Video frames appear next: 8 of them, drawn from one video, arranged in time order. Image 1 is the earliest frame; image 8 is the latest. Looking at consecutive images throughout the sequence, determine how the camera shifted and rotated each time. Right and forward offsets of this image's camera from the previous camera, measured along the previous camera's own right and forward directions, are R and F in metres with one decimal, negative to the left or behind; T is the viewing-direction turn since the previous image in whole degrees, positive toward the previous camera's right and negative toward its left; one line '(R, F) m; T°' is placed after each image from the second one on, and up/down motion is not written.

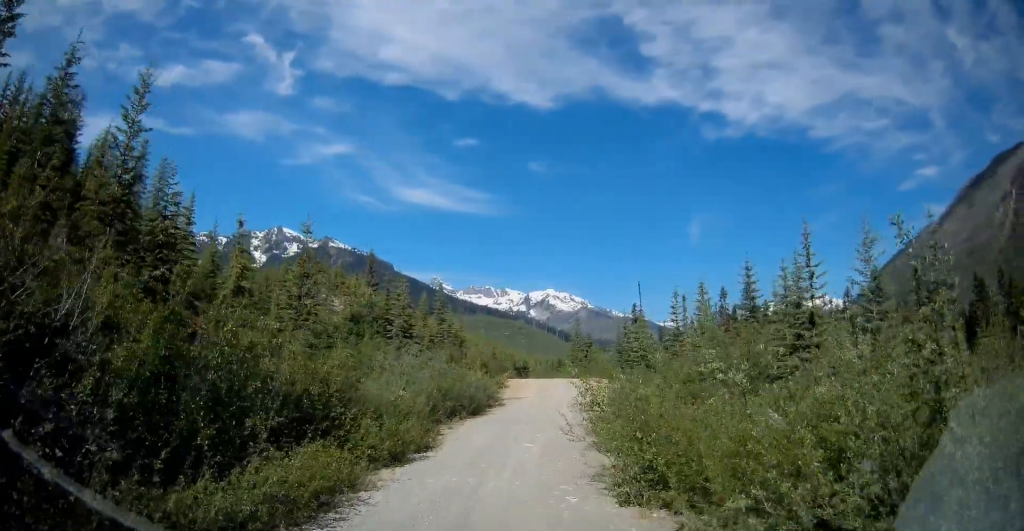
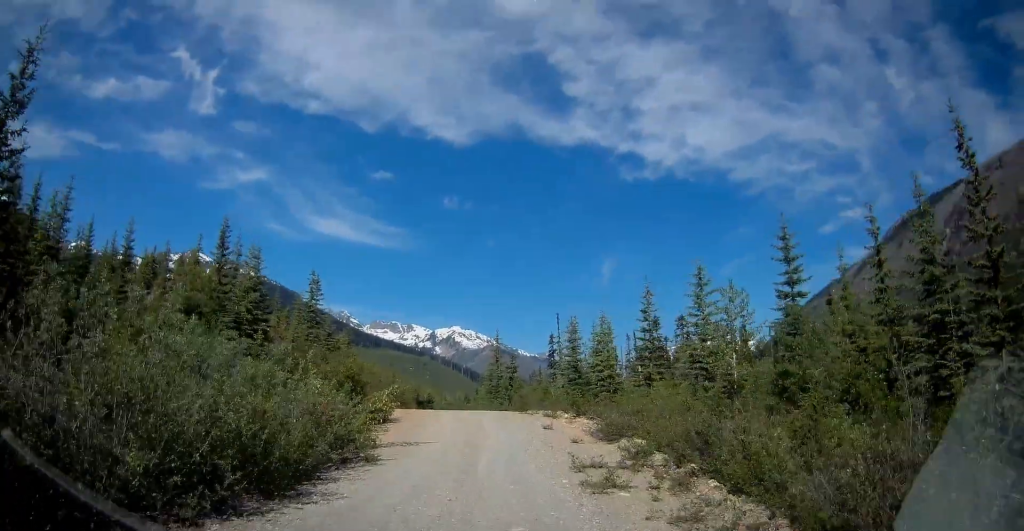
(+3.7, +15.6) m; +17°
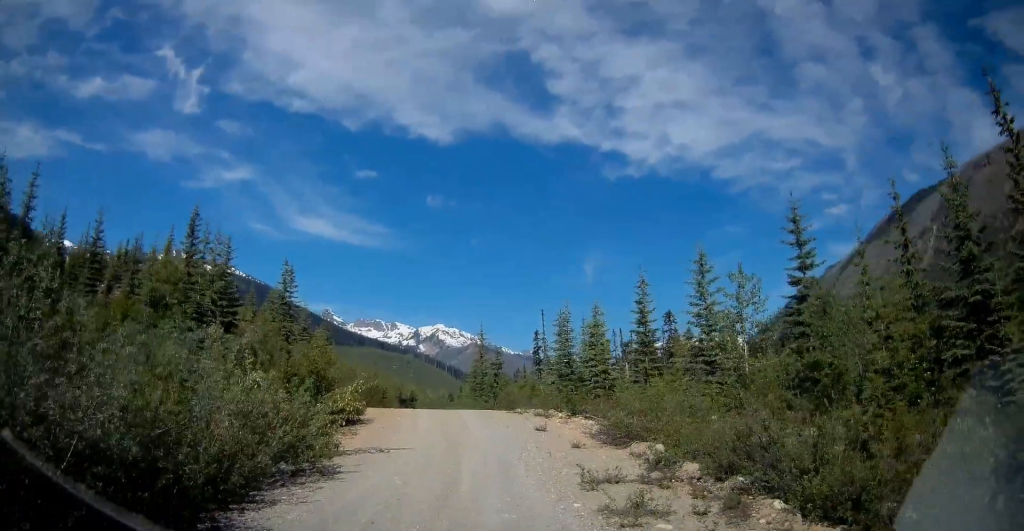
(-0.2, +2.6) m; -3°
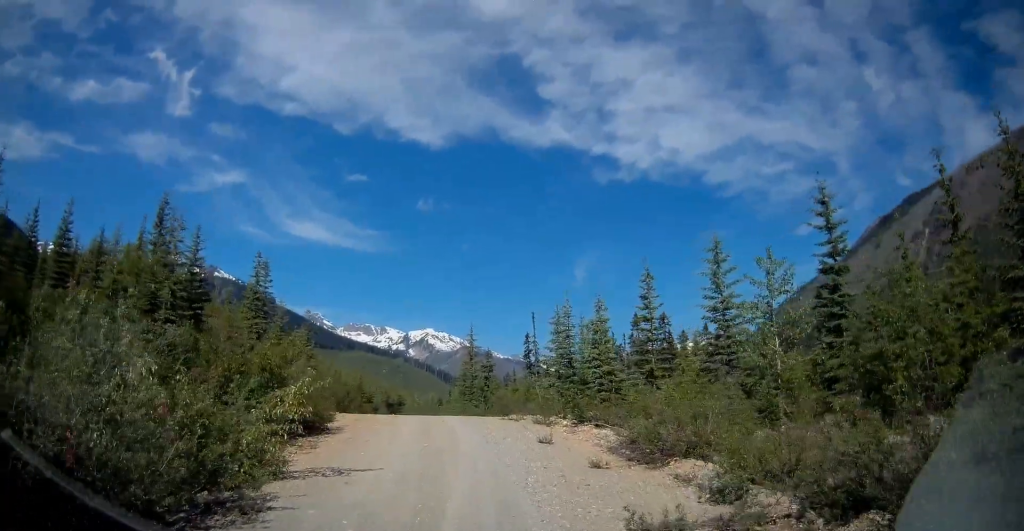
(-0.1, +3.4) m; -2°
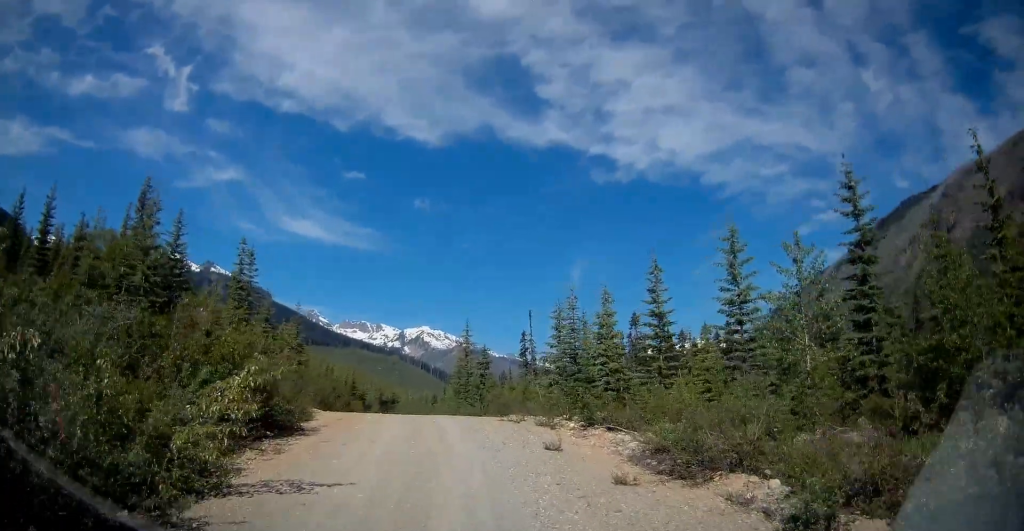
(-0.1, +2.1) m; +2°
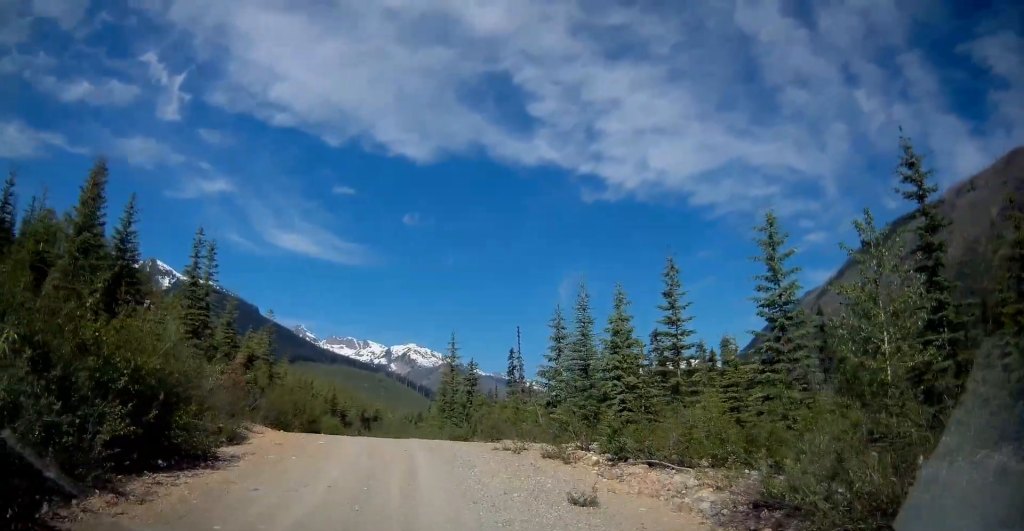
(+0.2, +4.4) m; +2°
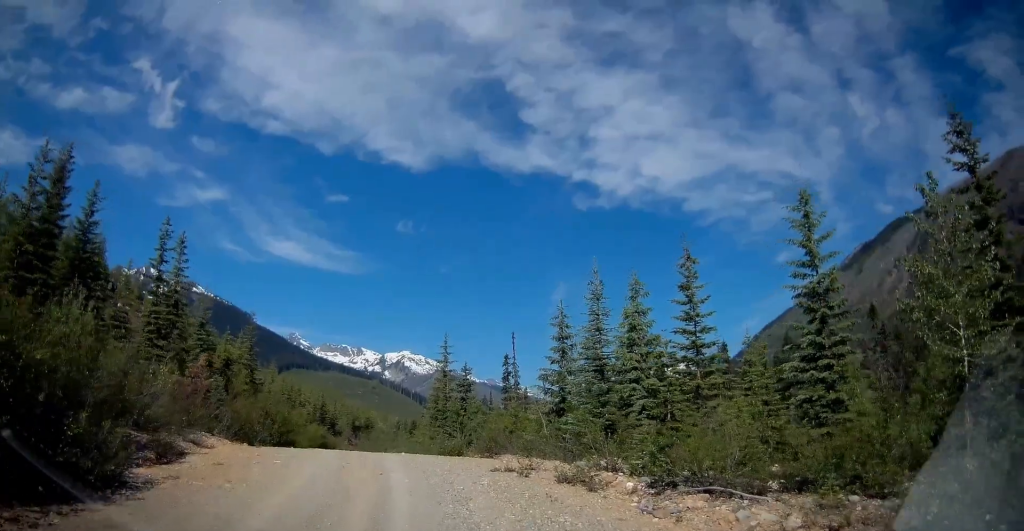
(+0.2, +2.9) m; 0°
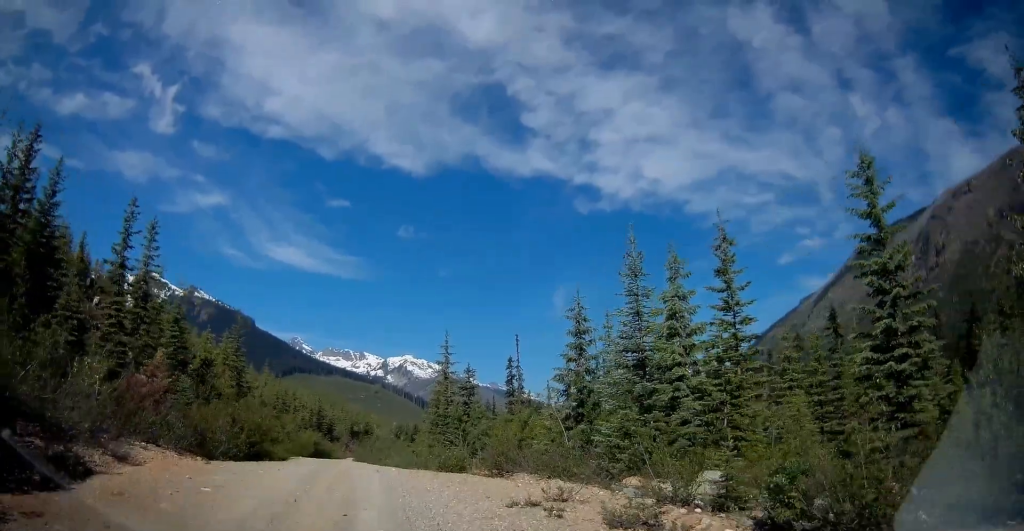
(-0.2, +3.5) m; -4°
